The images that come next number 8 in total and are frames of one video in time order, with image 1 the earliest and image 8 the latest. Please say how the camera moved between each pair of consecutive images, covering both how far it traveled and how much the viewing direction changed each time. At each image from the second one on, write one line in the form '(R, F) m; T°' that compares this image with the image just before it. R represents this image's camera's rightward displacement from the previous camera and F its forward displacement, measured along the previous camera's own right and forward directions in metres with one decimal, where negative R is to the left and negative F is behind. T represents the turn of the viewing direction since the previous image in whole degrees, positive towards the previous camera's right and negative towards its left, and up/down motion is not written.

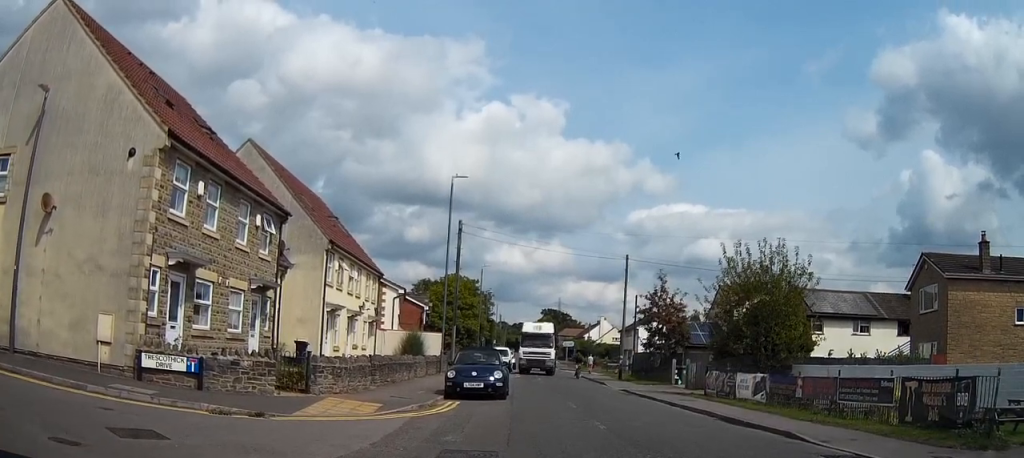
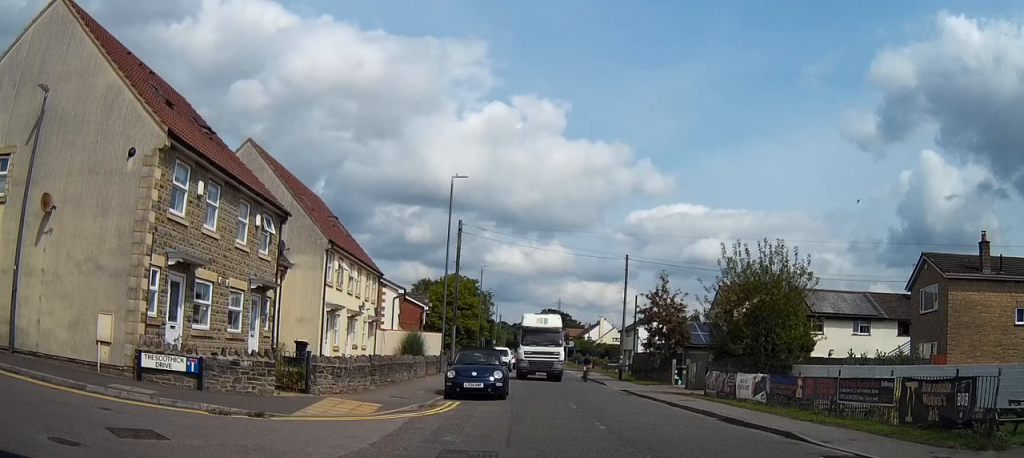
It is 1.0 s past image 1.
(0.0, 0.0) m; 0°
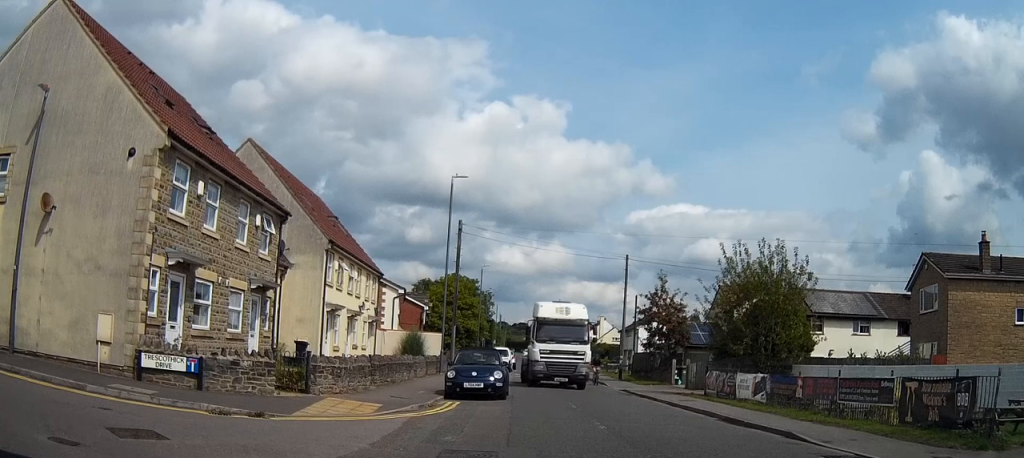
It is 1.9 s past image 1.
(0.0, 0.0) m; 0°
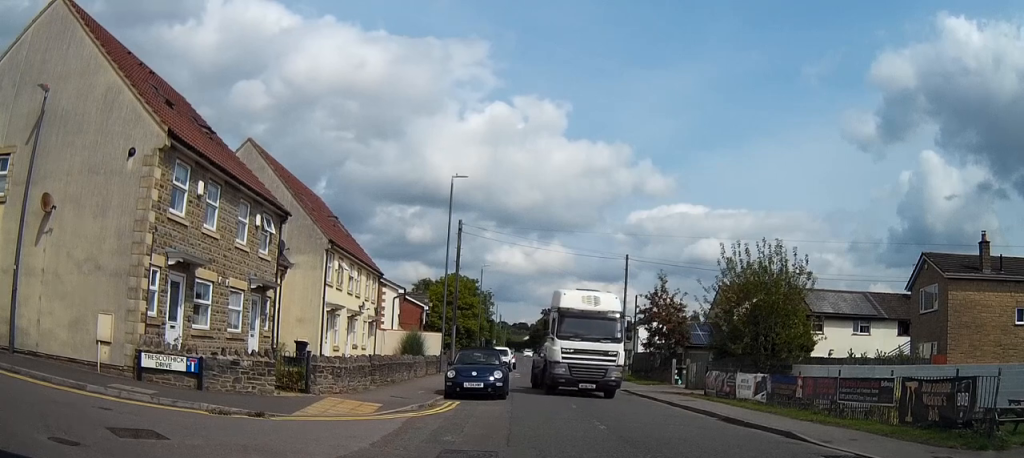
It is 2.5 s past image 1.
(0.0, 0.0) m; 0°
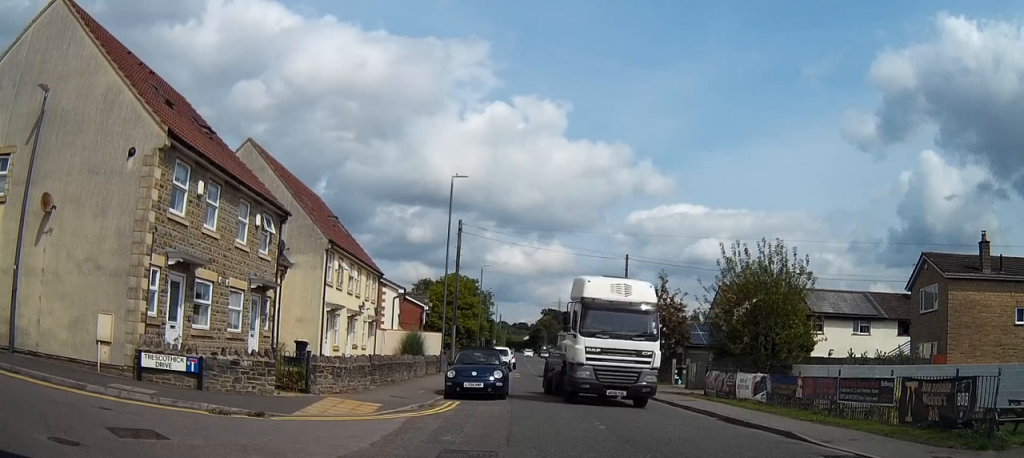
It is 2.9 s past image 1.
(0.0, 0.0) m; 0°
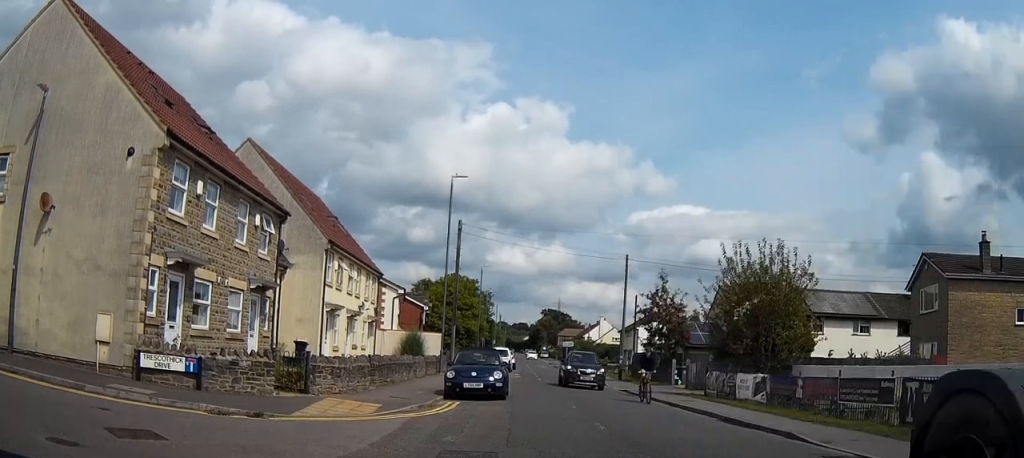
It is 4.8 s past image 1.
(0.0, +0.3) m; 0°
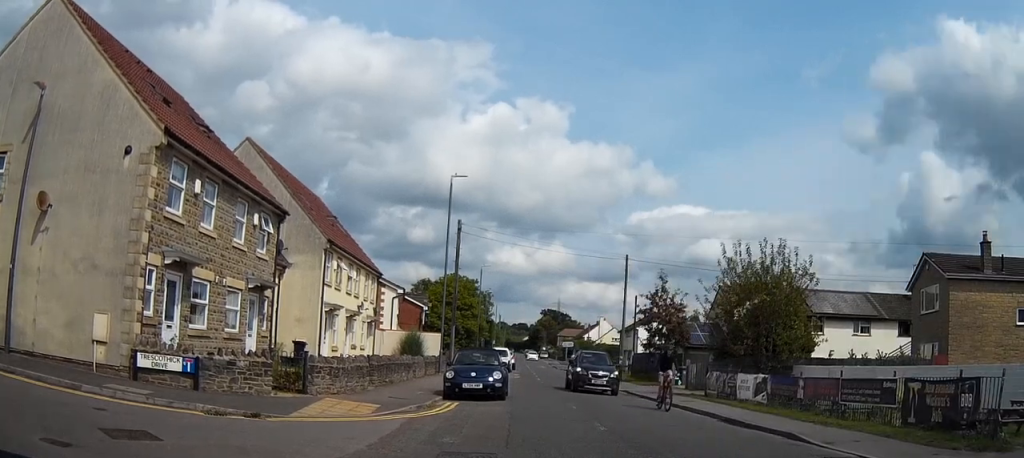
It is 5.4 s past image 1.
(0.0, +0.2) m; 0°
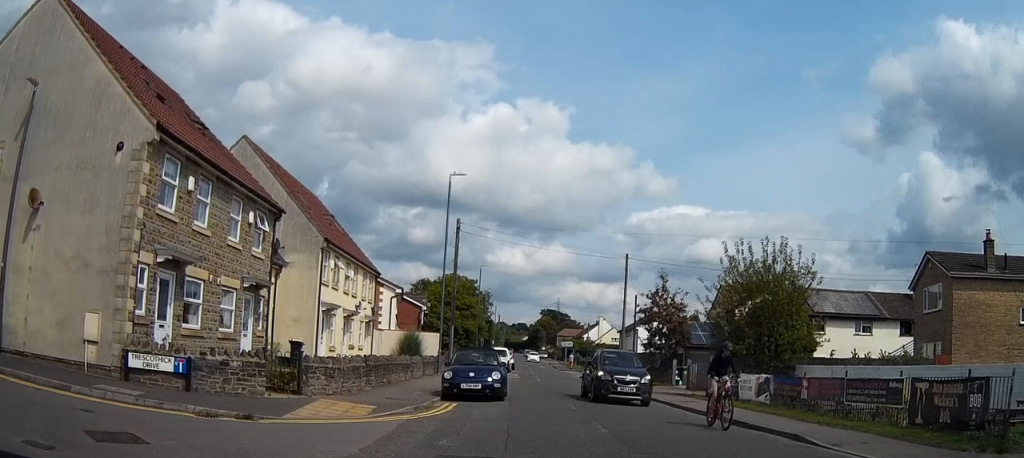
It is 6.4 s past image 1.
(0.0, +0.4) m; 0°
